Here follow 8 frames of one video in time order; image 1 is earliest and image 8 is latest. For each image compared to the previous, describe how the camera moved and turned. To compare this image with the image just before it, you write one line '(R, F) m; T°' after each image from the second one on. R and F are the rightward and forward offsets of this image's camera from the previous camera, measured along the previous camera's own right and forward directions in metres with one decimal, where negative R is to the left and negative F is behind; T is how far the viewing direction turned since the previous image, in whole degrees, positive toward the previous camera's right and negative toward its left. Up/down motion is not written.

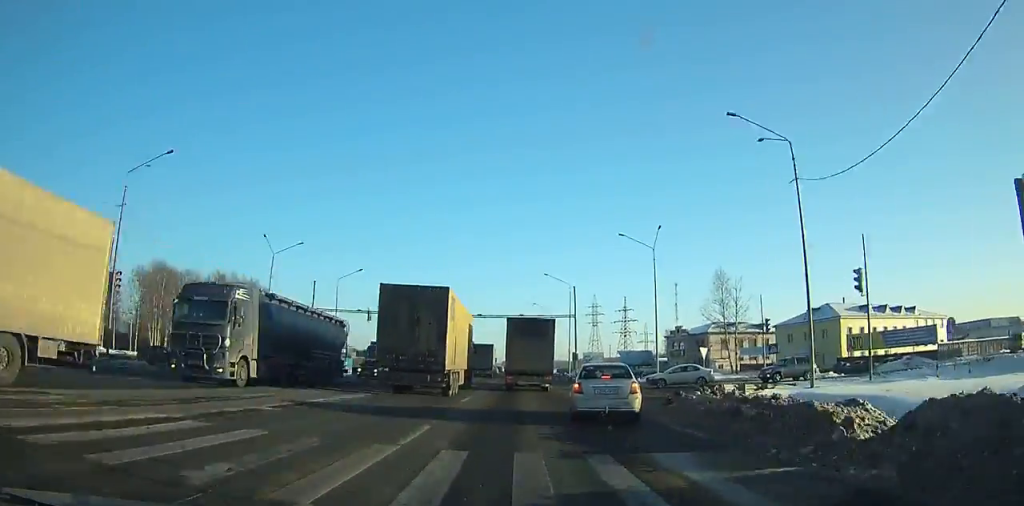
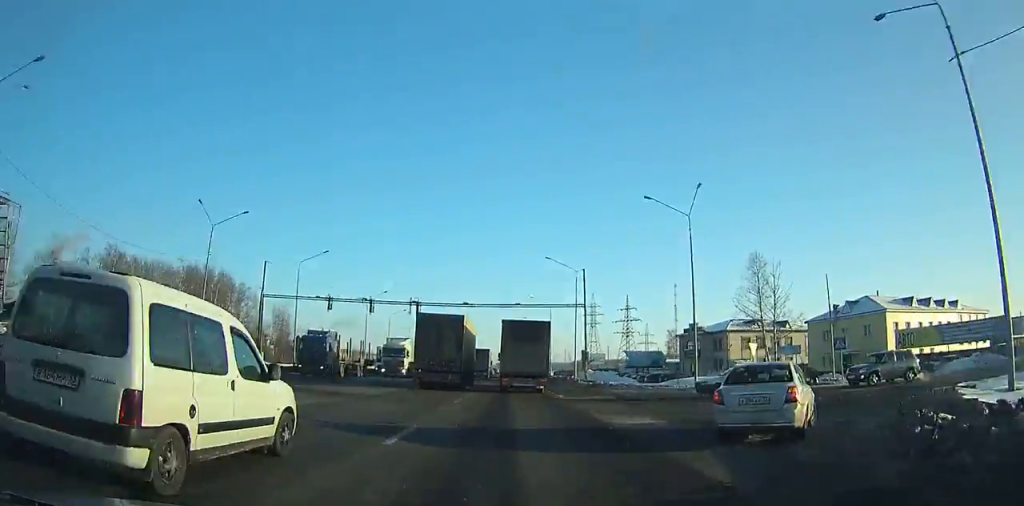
(0.0, +13.8) m; 0°
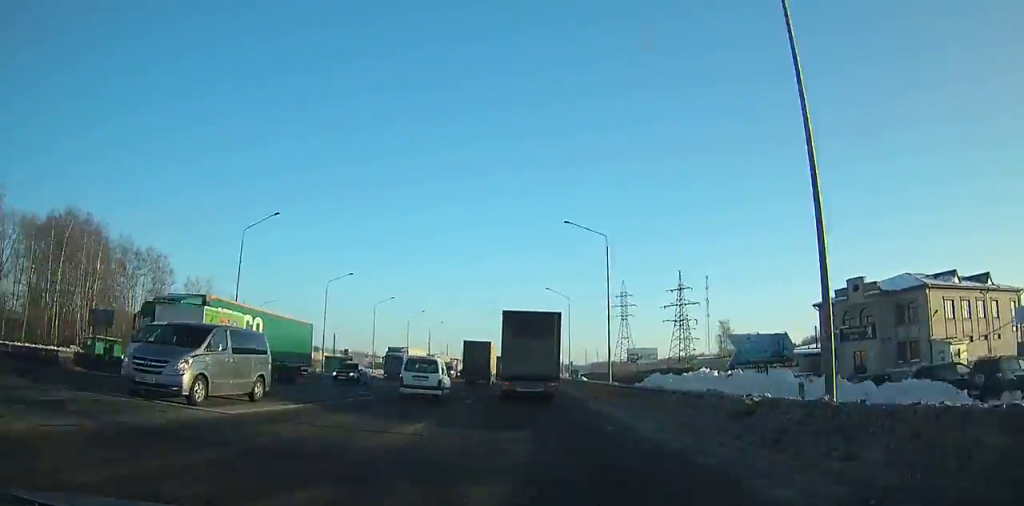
(-0.7, +52.5) m; -2°
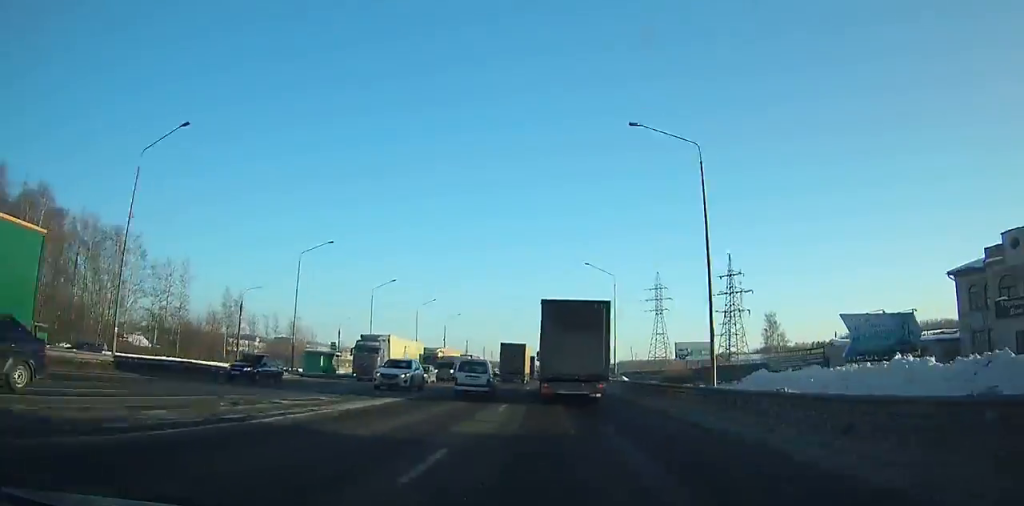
(-0.4, +20.1) m; -1°
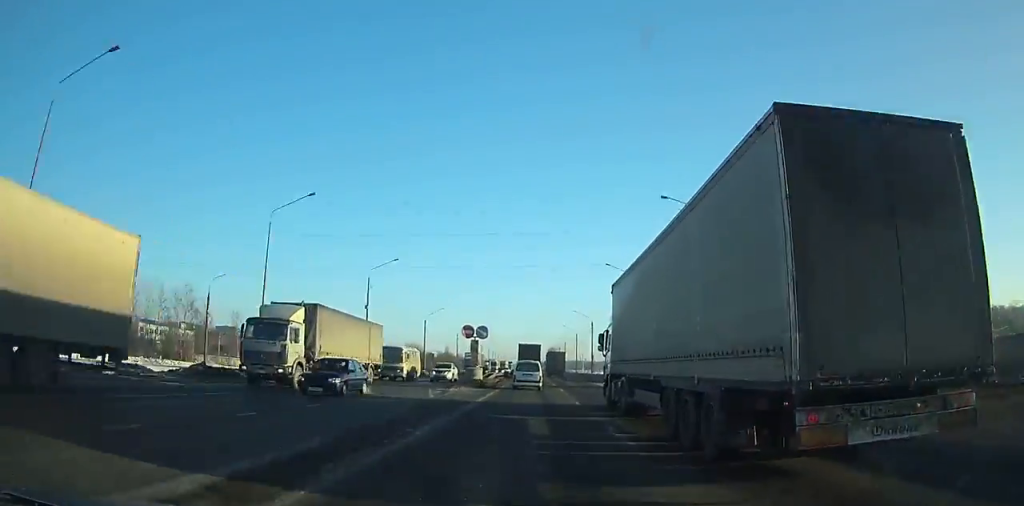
(-0.3, +63.7) m; 0°
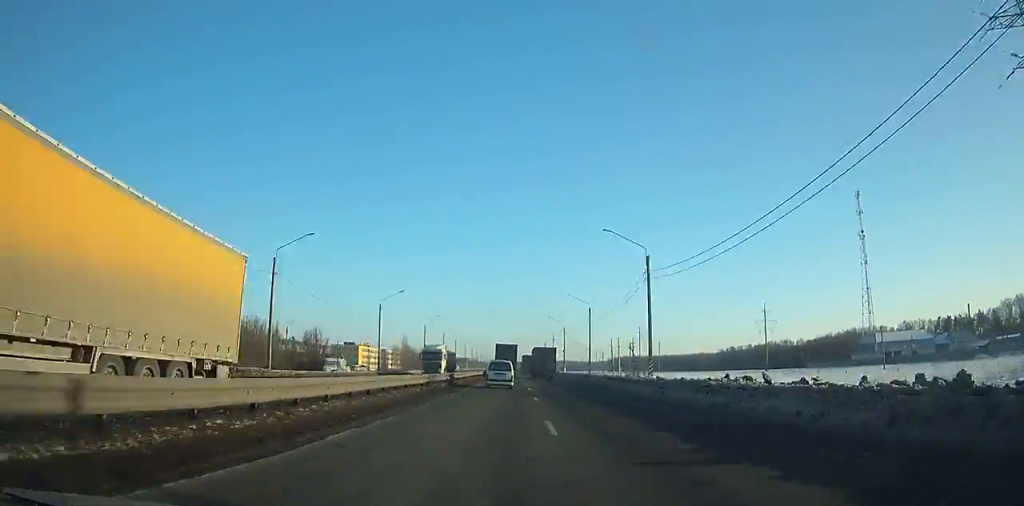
(+1.4, +145.1) m; 0°
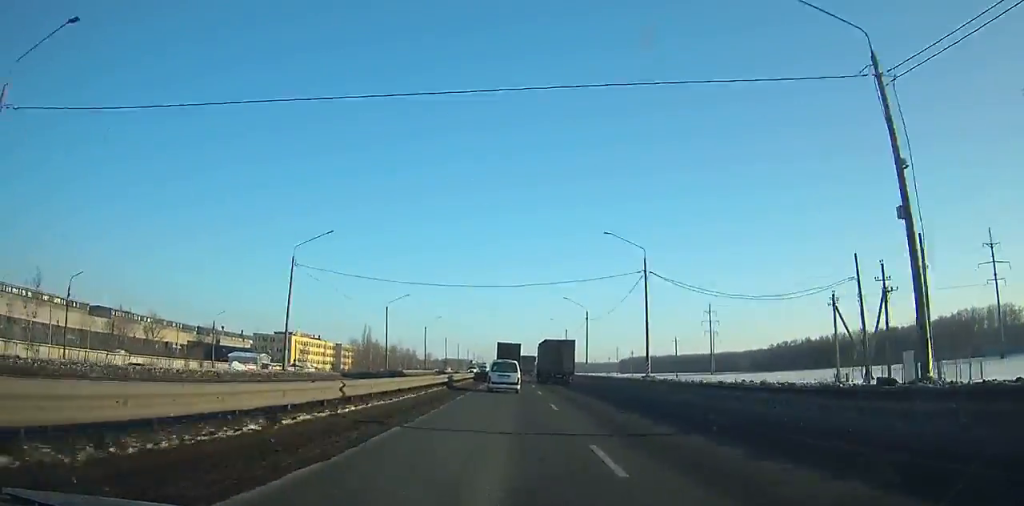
(-1.1, +100.2) m; -1°
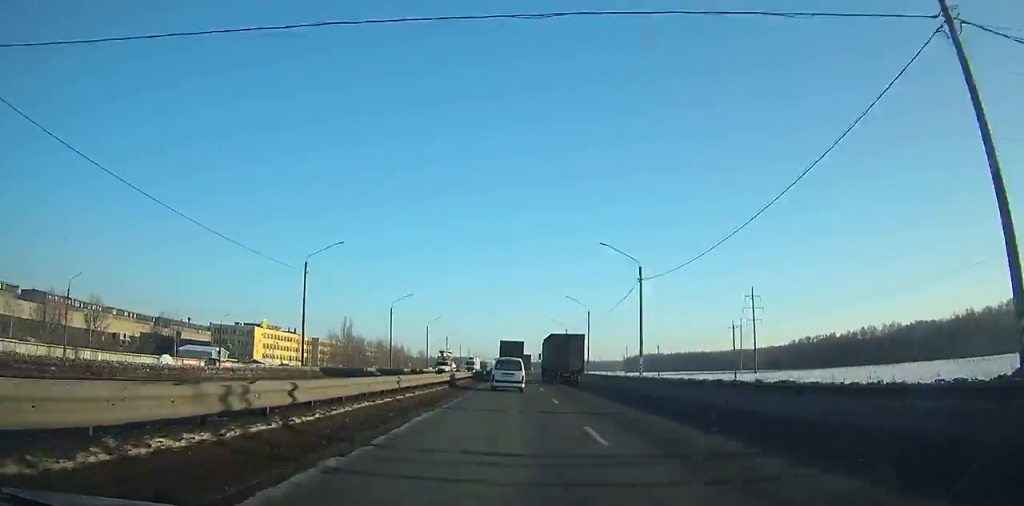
(-0.1, +32.0) m; 0°
